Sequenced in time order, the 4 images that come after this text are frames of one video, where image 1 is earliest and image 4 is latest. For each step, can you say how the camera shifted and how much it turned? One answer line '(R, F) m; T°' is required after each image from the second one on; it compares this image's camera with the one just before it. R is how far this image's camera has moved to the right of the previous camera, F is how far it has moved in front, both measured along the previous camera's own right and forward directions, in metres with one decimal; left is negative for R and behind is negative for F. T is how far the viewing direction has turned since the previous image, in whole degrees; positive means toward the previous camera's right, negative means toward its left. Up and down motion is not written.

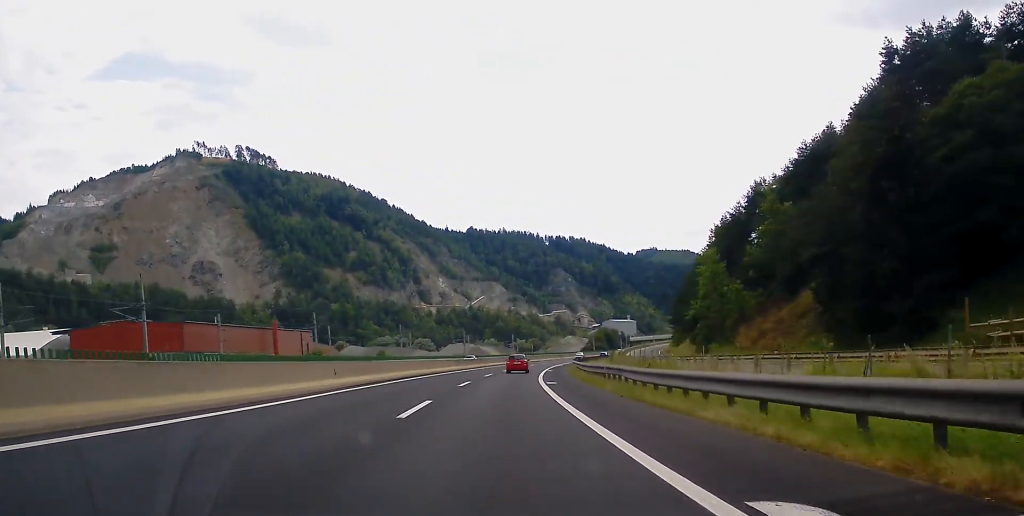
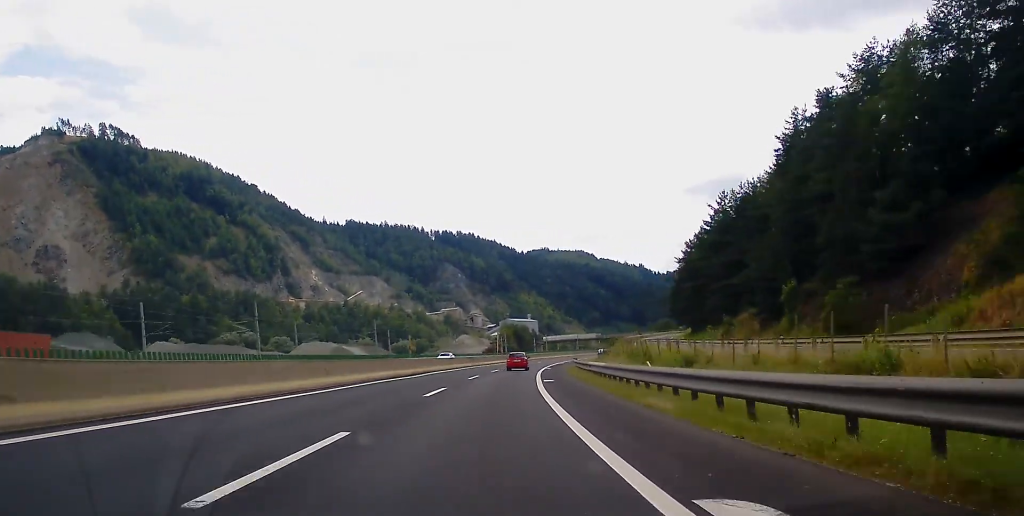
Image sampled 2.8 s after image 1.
(+7.3, +97.9) m; +8°
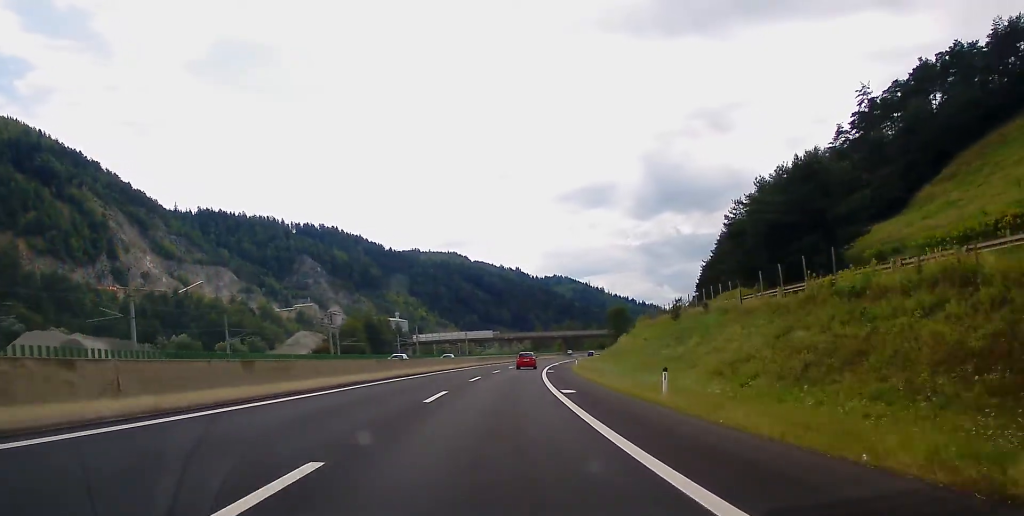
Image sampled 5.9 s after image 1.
(+8.2, +110.2) m; +9°
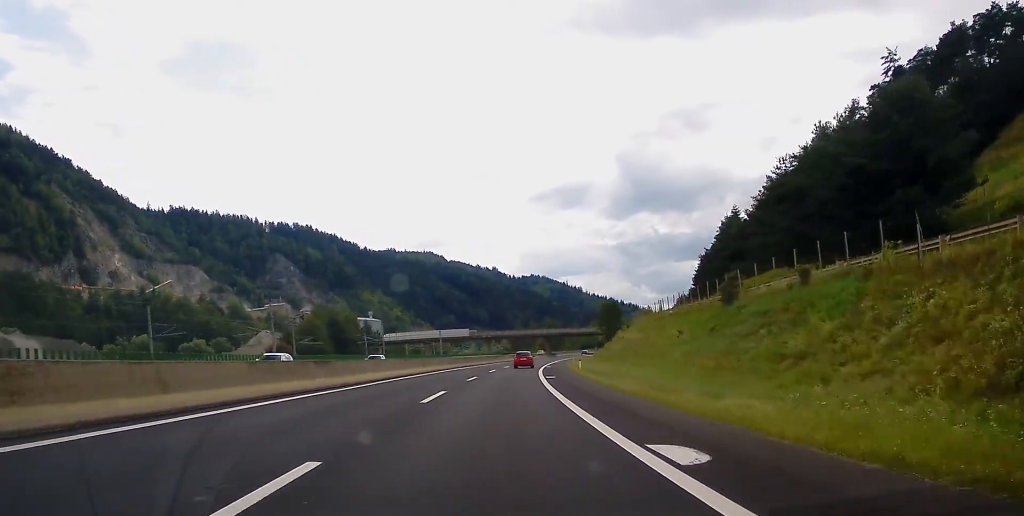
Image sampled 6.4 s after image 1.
(+0.4, +17.7) m; +2°
